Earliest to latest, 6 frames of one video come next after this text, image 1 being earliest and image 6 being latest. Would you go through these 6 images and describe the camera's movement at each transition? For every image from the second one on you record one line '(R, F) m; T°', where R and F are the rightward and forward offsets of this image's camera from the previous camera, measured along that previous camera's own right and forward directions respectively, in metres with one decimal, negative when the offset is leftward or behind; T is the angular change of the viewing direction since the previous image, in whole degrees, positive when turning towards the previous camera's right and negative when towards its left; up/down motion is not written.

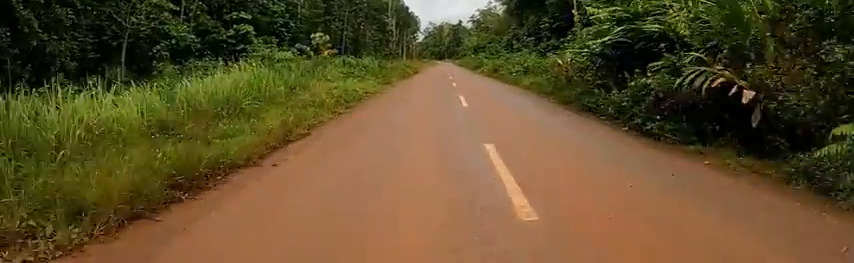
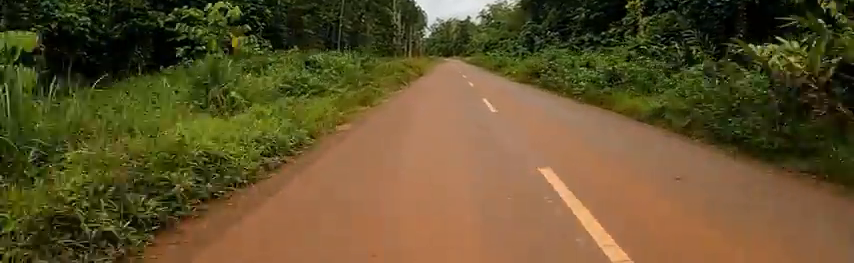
(0.0, +10.1) m; 0°
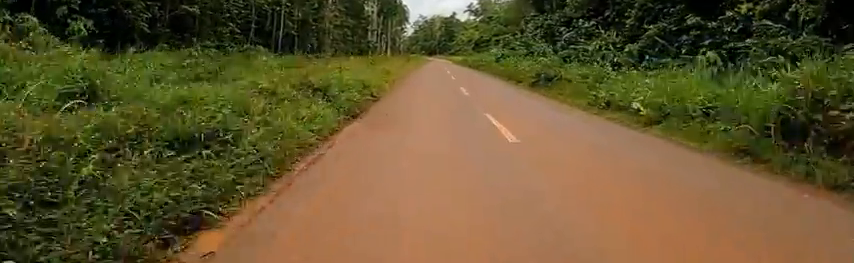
(-0.4, +22.6) m; -2°
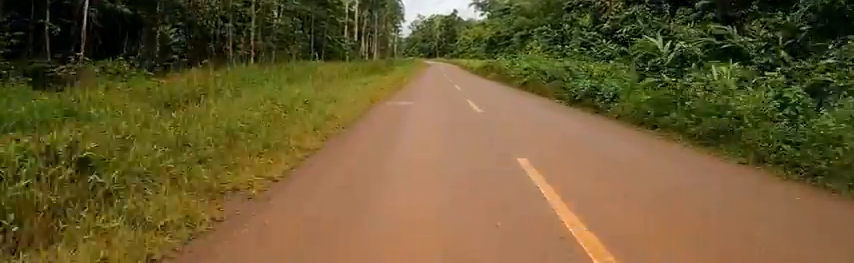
(-0.2, +32.5) m; 0°
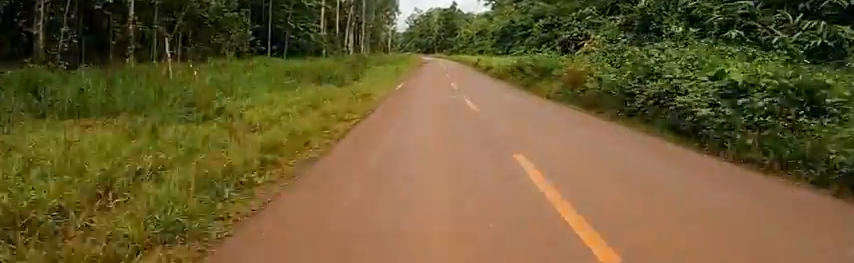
(+0.3, +15.8) m; +2°
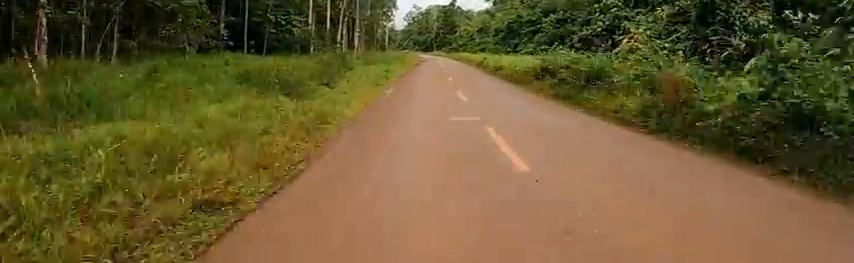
(0.0, +5.7) m; 0°
